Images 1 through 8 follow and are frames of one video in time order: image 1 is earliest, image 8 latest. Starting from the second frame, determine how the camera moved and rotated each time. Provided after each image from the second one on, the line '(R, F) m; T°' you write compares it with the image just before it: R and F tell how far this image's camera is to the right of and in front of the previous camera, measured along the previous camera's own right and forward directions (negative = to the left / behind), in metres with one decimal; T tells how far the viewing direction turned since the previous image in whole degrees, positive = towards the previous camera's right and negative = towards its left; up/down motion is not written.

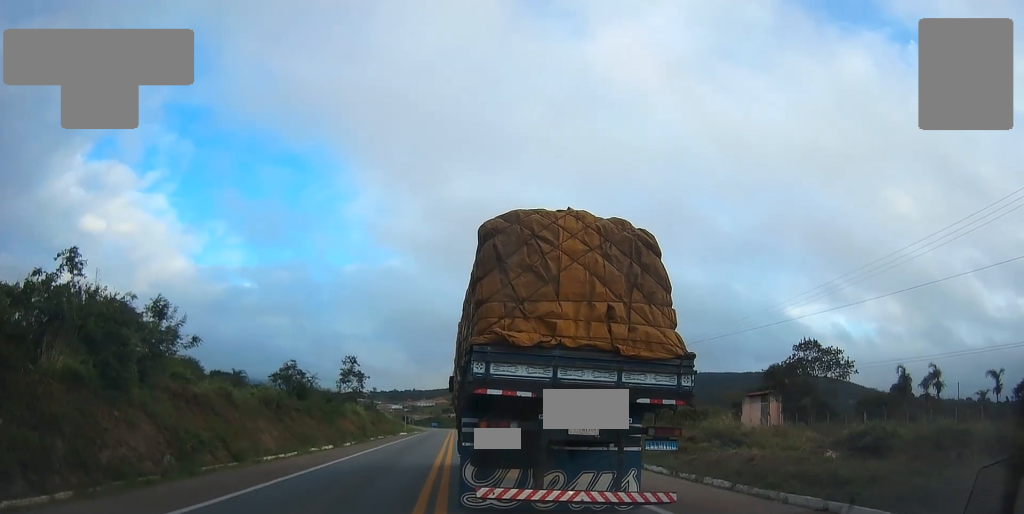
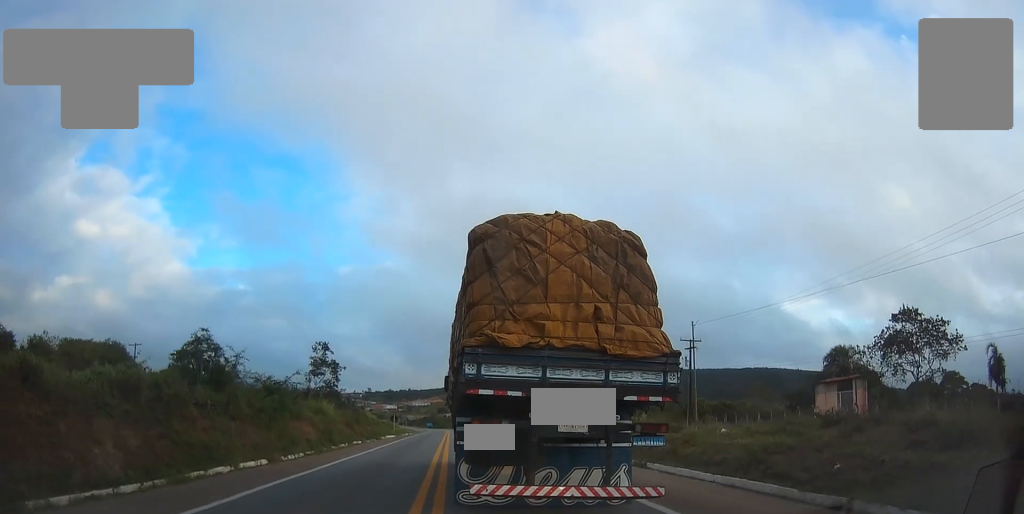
(-0.1, +11.3) m; 0°
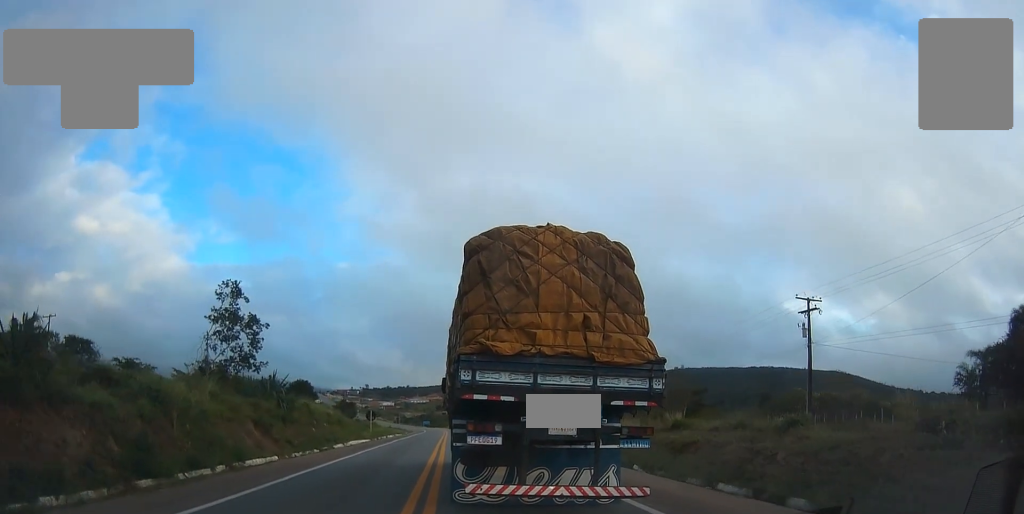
(0.0, +21.0) m; -1°
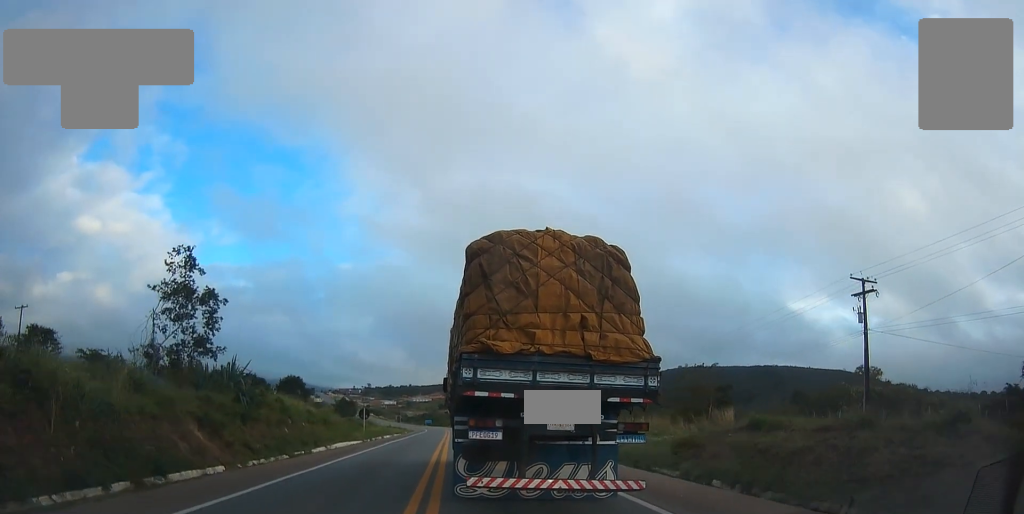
(-0.1, +6.1) m; -1°
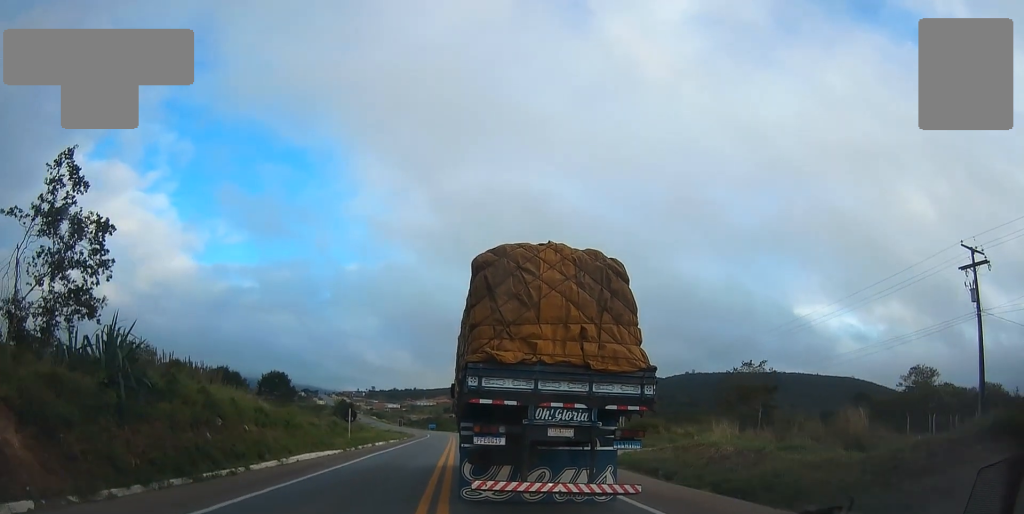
(-0.1, +9.7) m; +1°
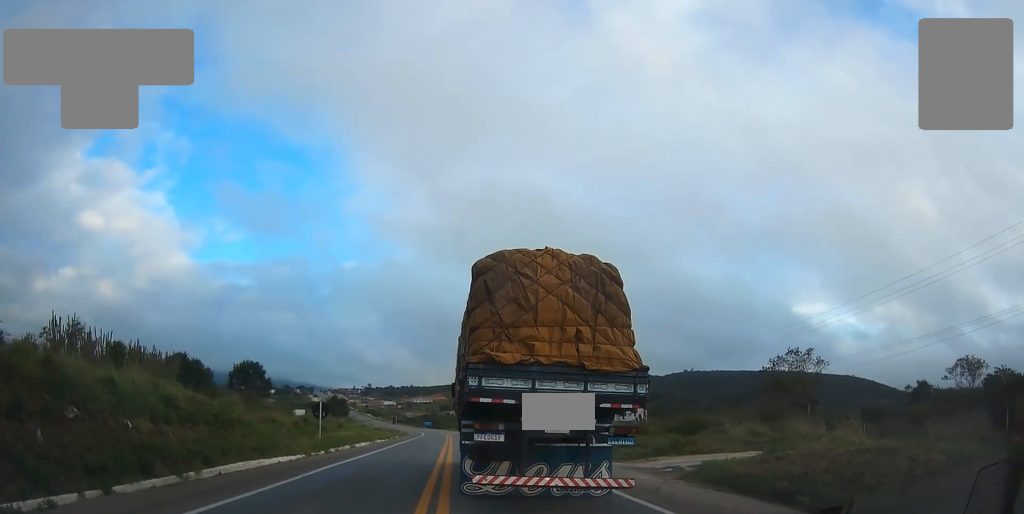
(+0.2, +8.4) m; -1°
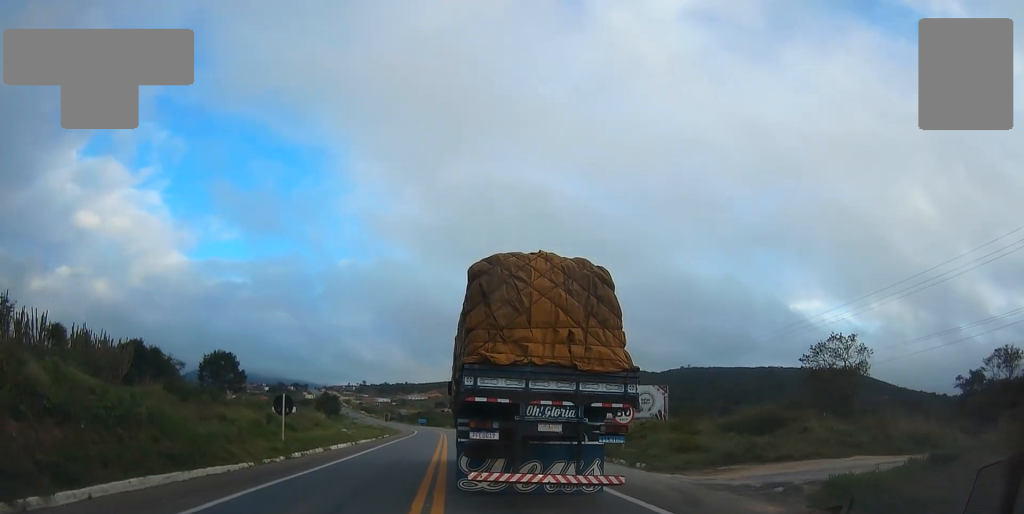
(+0.2, +6.5) m; -1°
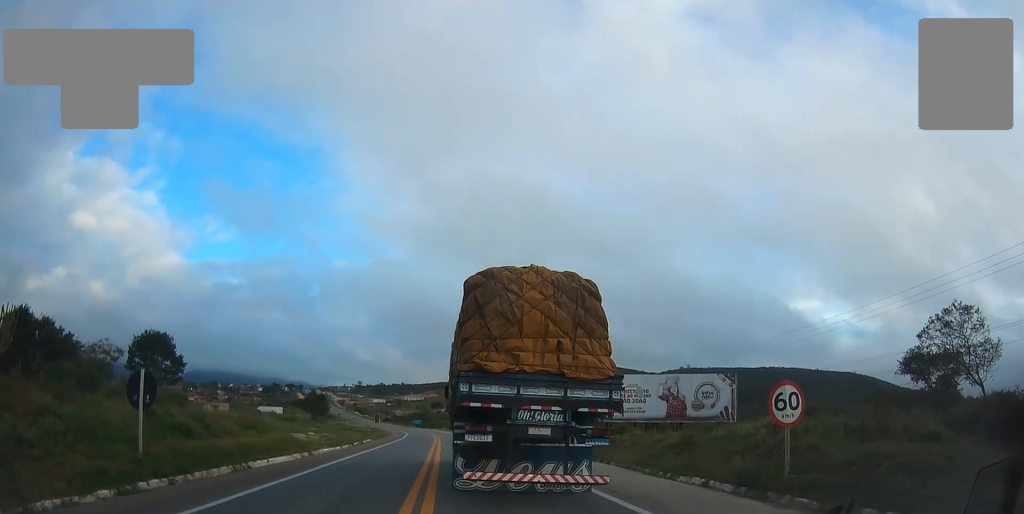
(-0.7, +12.5) m; 0°
